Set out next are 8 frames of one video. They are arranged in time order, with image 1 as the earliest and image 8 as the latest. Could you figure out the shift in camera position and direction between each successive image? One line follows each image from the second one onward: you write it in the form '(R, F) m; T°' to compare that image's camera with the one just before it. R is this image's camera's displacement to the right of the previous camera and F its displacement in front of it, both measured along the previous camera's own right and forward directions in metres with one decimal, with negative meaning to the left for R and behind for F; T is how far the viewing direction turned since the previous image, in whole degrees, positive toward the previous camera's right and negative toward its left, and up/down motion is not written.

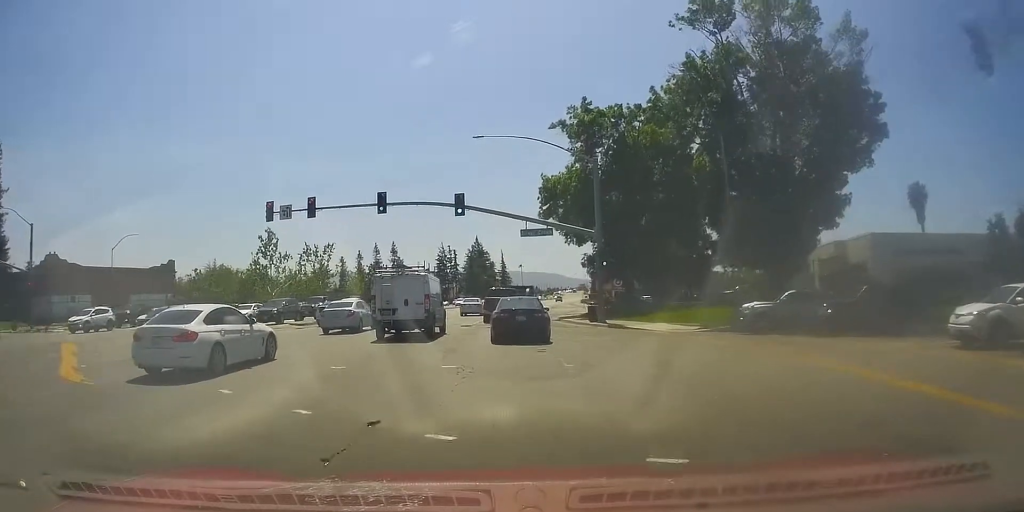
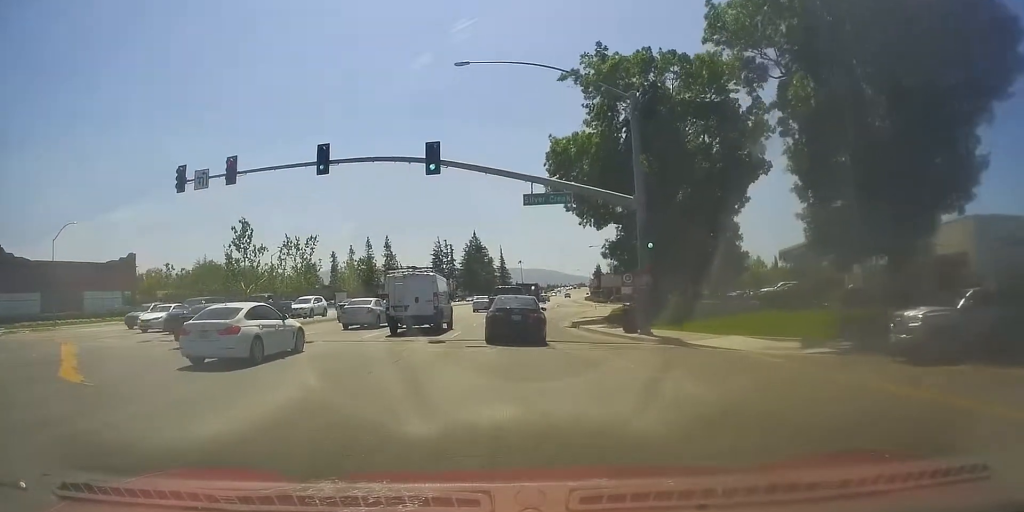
(+0.1, +10.5) m; 0°
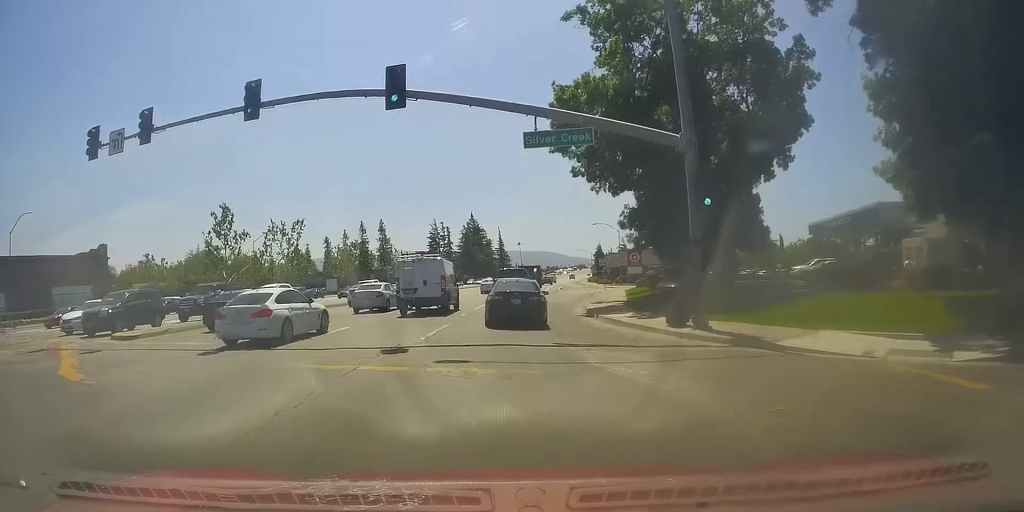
(-0.1, +6.6) m; -1°
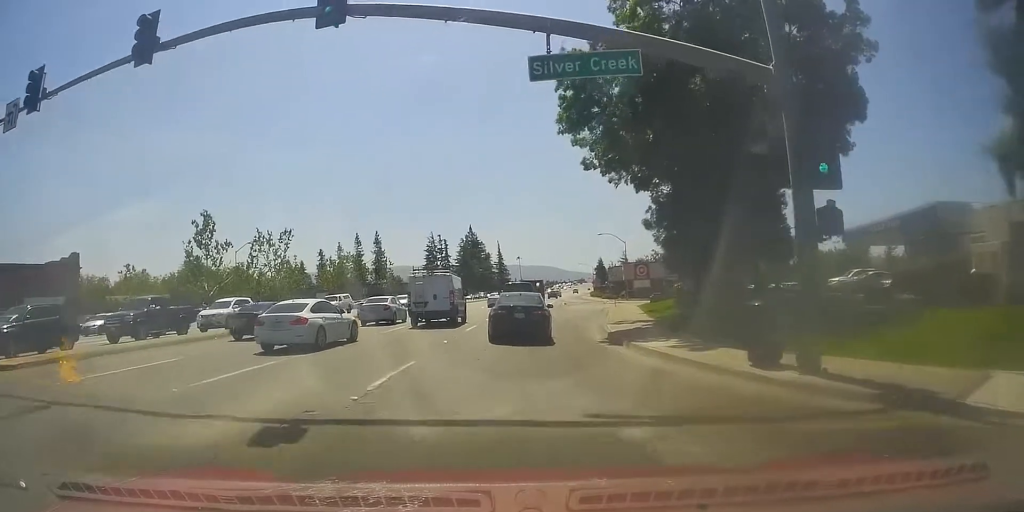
(0.0, +6.2) m; 0°
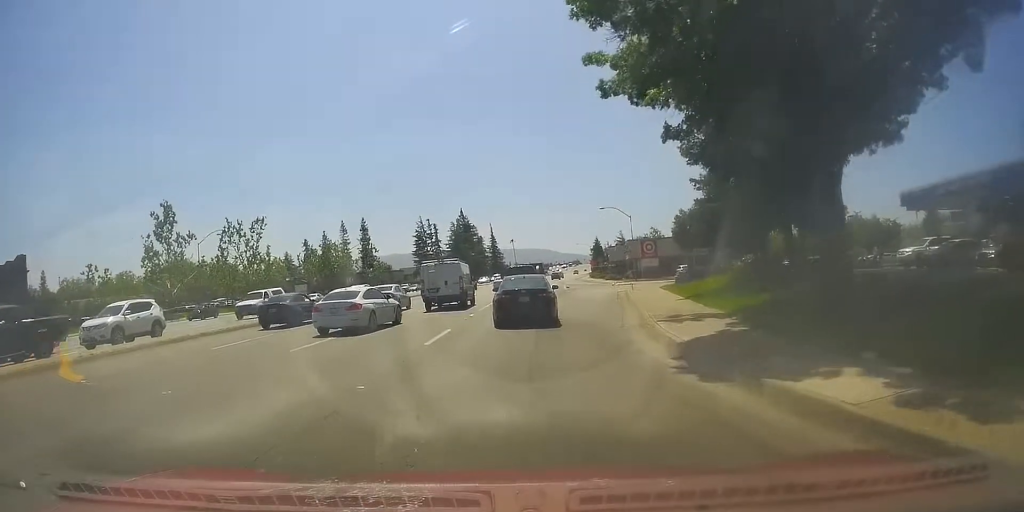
(0.0, +9.5) m; +2°
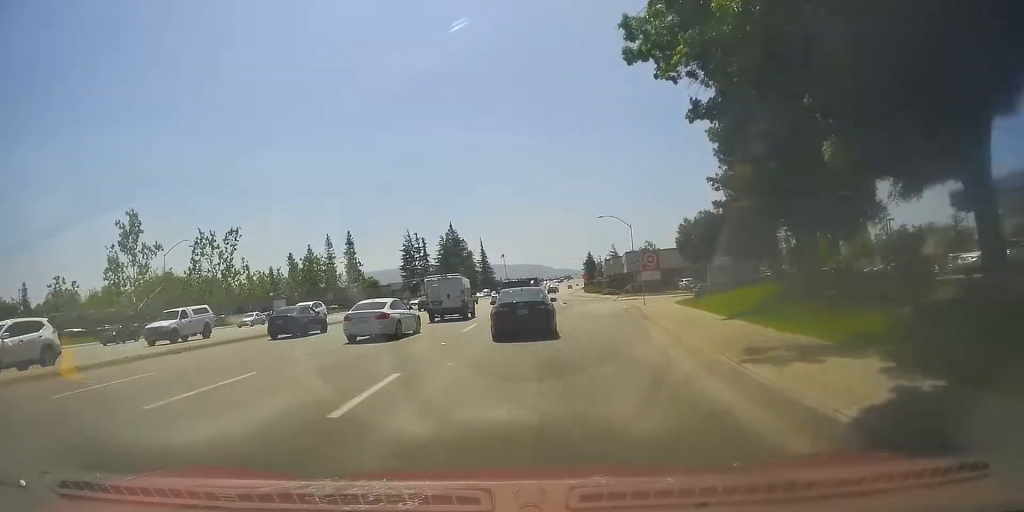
(-0.1, +6.5) m; +1°
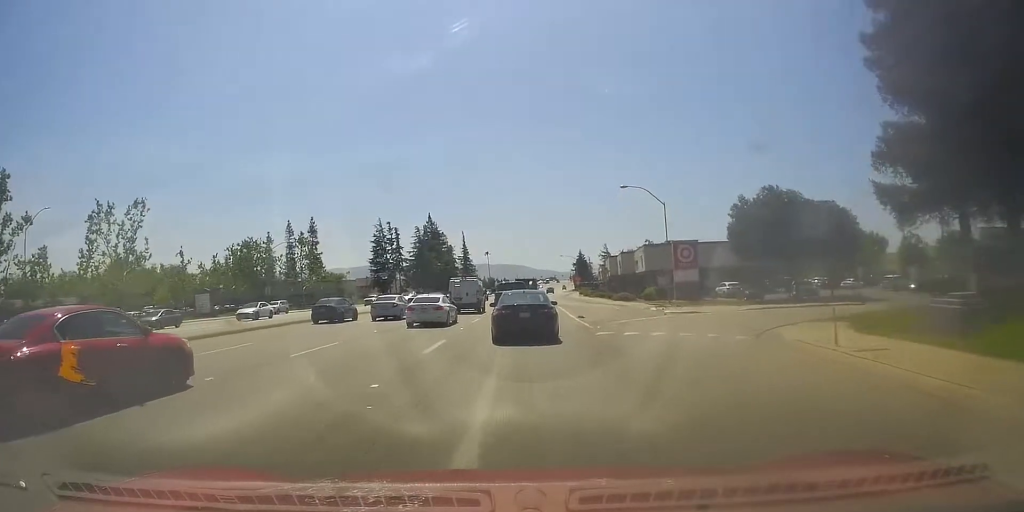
(0.0, +22.6) m; 0°
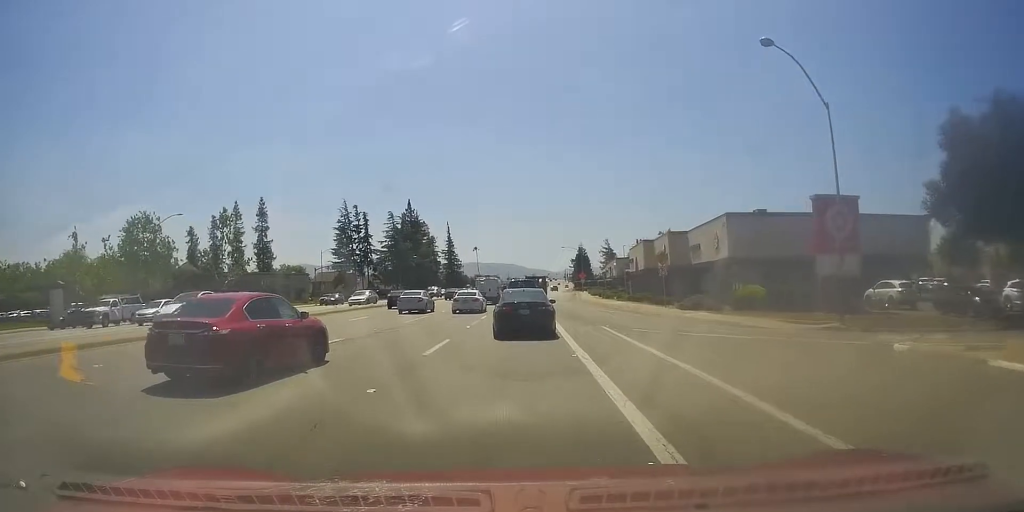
(+0.8, +30.4) m; +3°
